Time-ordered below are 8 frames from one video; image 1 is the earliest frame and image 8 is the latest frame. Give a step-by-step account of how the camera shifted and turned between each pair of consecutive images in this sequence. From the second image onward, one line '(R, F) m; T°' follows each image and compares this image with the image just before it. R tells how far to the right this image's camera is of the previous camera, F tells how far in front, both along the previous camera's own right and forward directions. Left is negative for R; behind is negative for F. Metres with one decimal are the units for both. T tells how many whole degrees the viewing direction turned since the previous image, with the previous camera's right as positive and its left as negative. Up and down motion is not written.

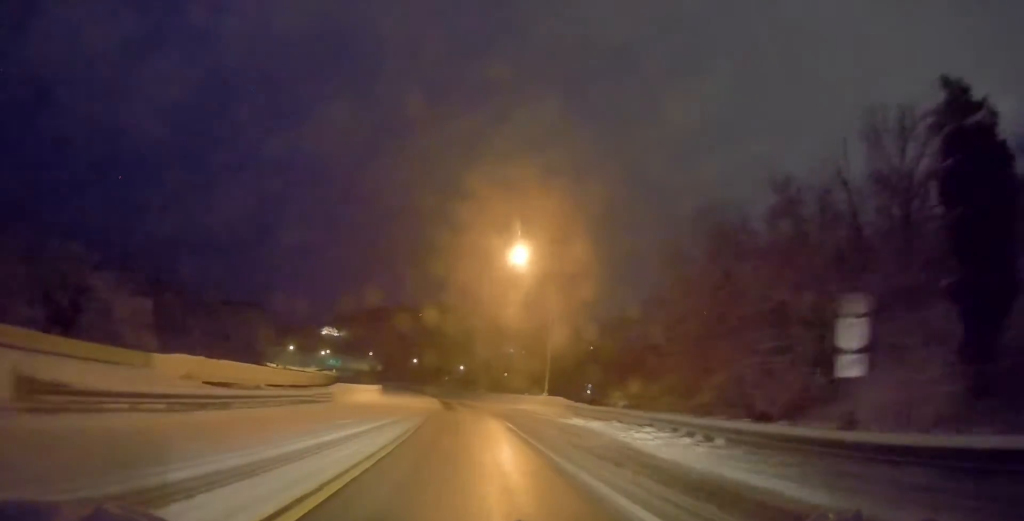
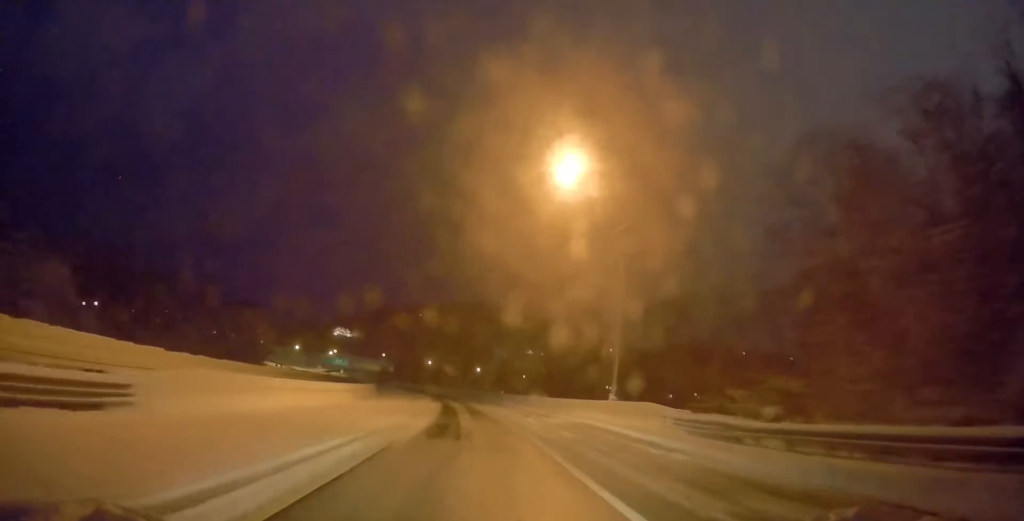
(-0.9, +21.2) m; -3°
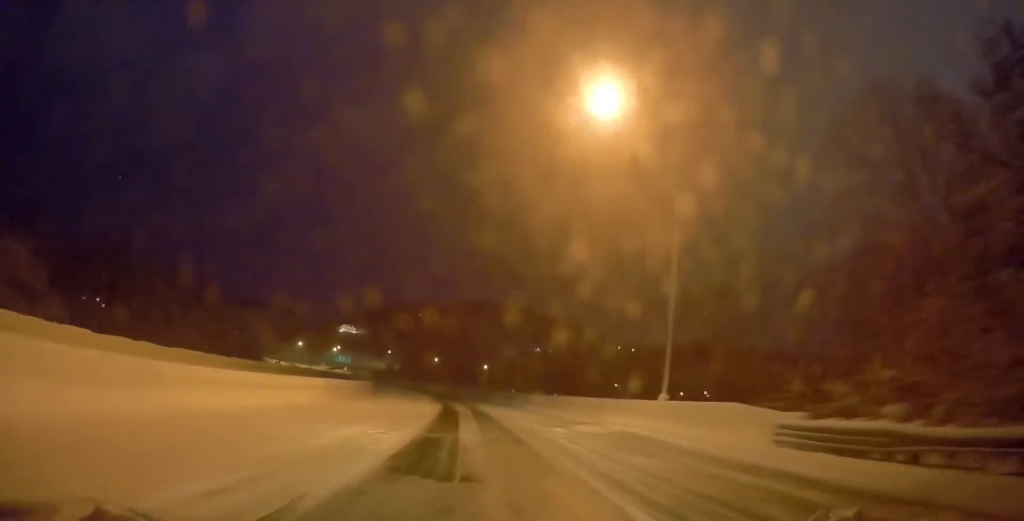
(+0.3, +7.9) m; 0°
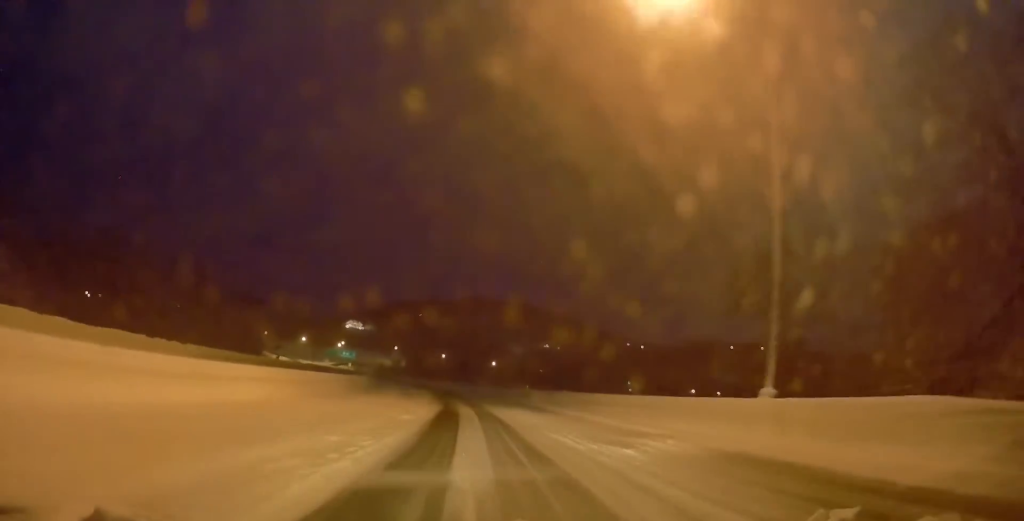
(-0.2, +8.8) m; 0°
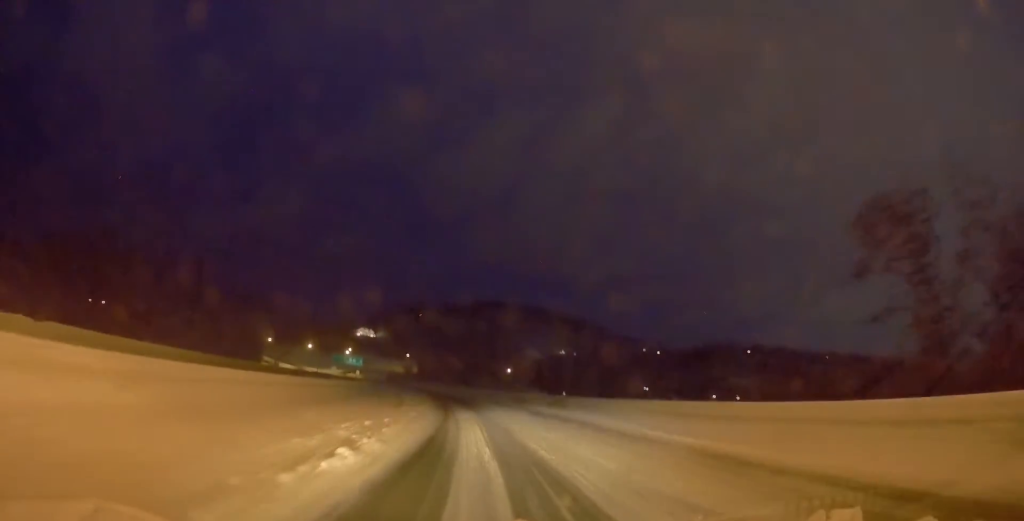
(-0.1, +15.5) m; -1°
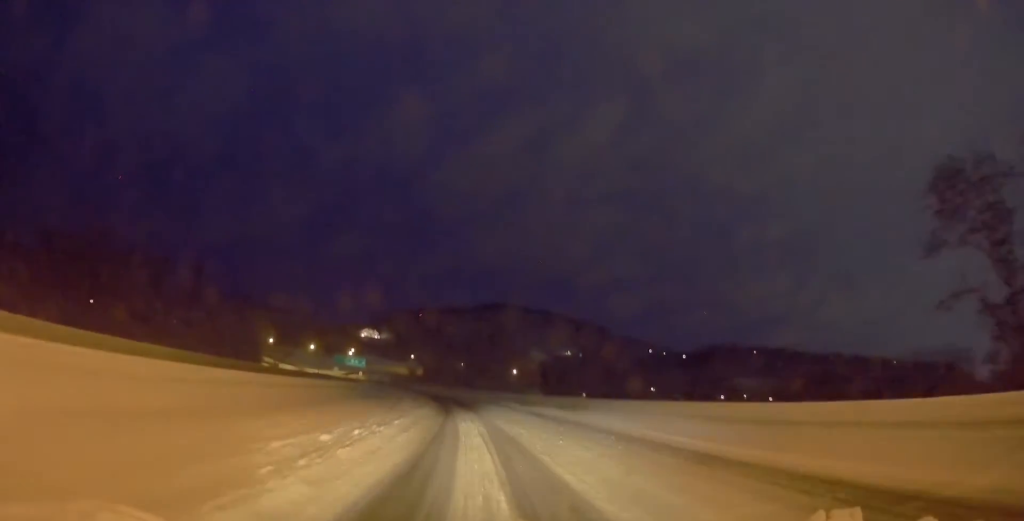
(+0.2, +5.8) m; -1°
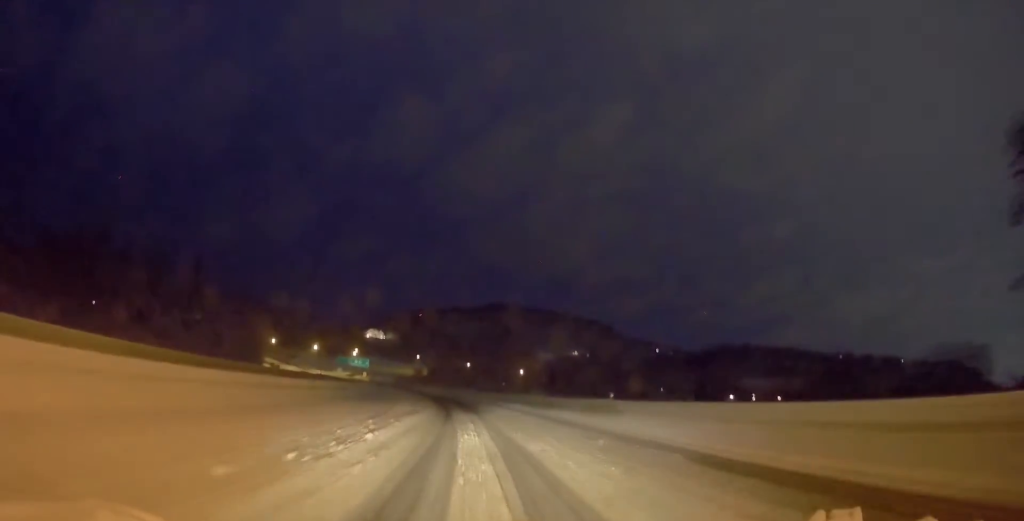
(-0.3, +5.6) m; -1°
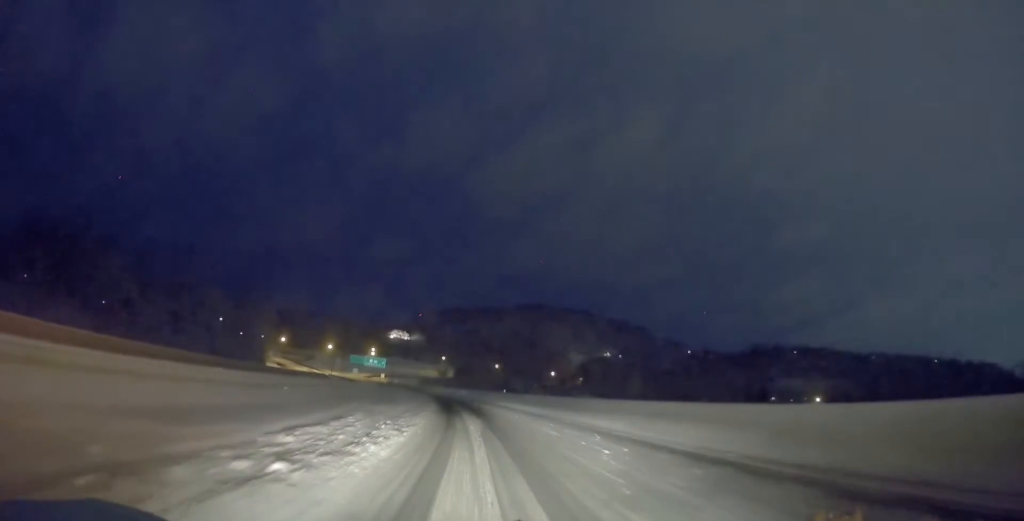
(-0.3, +26.1) m; -2°
